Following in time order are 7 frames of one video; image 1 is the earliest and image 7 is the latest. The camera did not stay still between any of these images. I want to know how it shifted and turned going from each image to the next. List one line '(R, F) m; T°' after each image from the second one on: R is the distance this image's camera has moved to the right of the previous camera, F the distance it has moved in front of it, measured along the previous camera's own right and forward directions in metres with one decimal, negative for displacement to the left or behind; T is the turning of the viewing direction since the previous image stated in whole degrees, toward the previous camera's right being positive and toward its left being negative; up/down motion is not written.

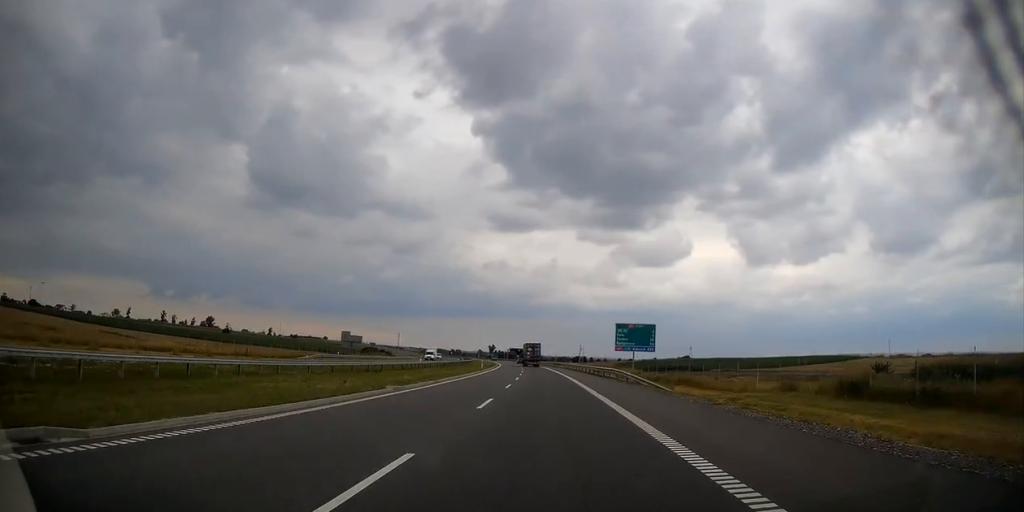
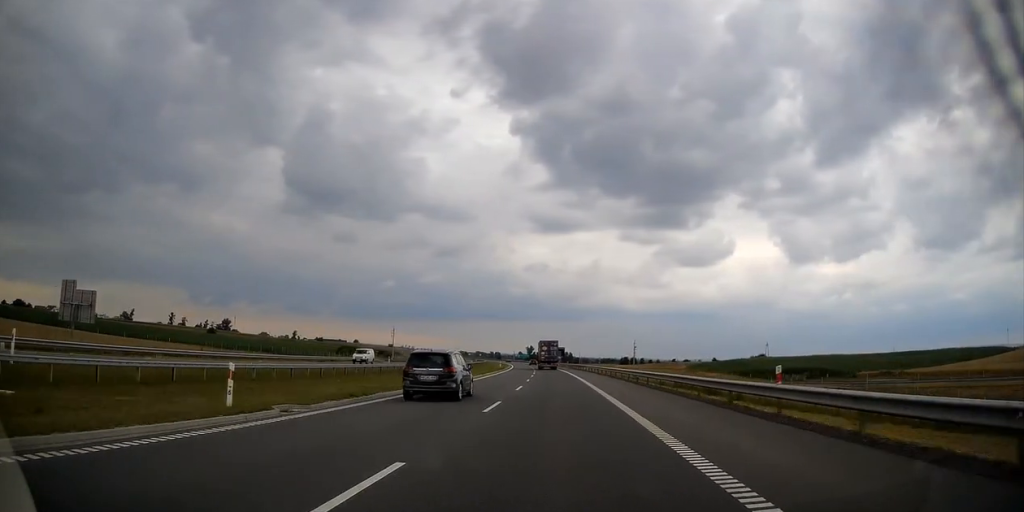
(-2.1, +72.8) m; -3°
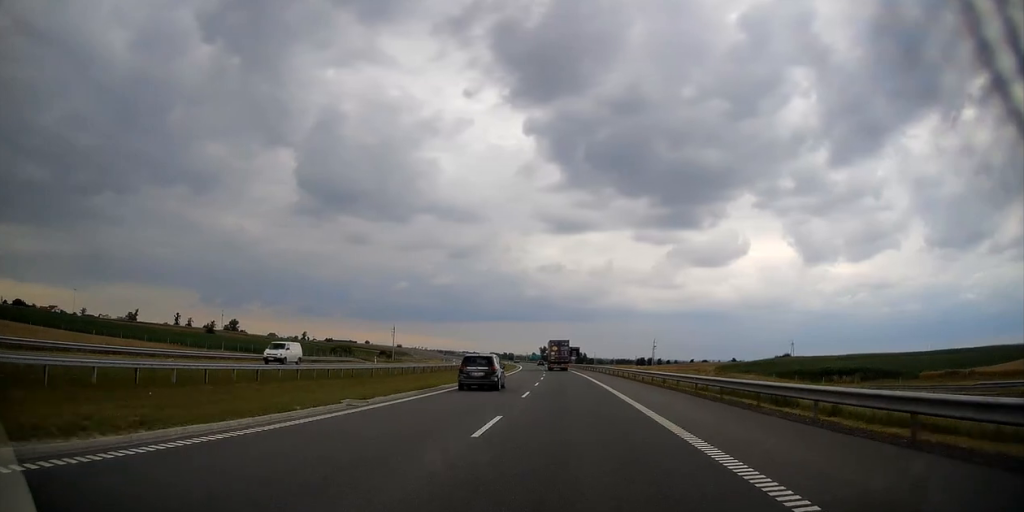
(-0.2, +17.0) m; -1°
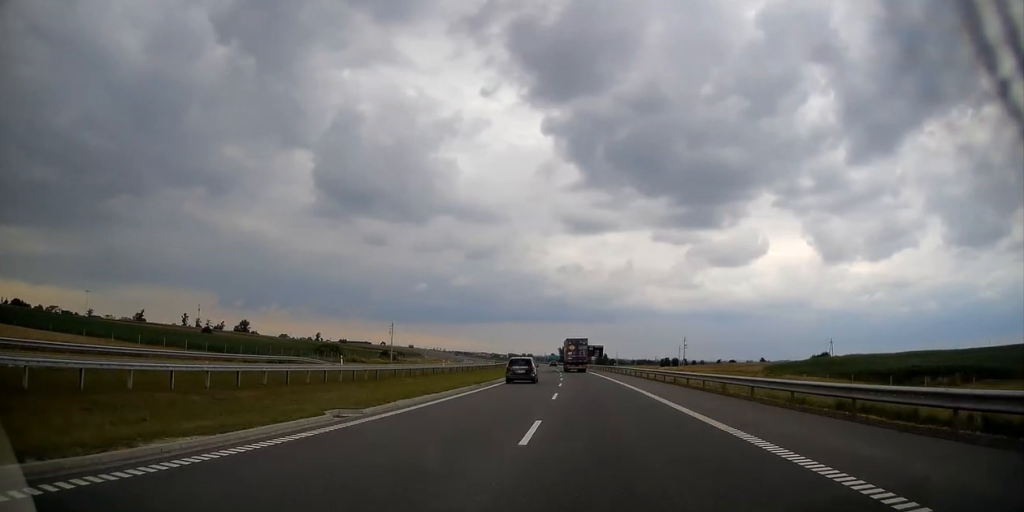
(-0.3, +23.8) m; -1°
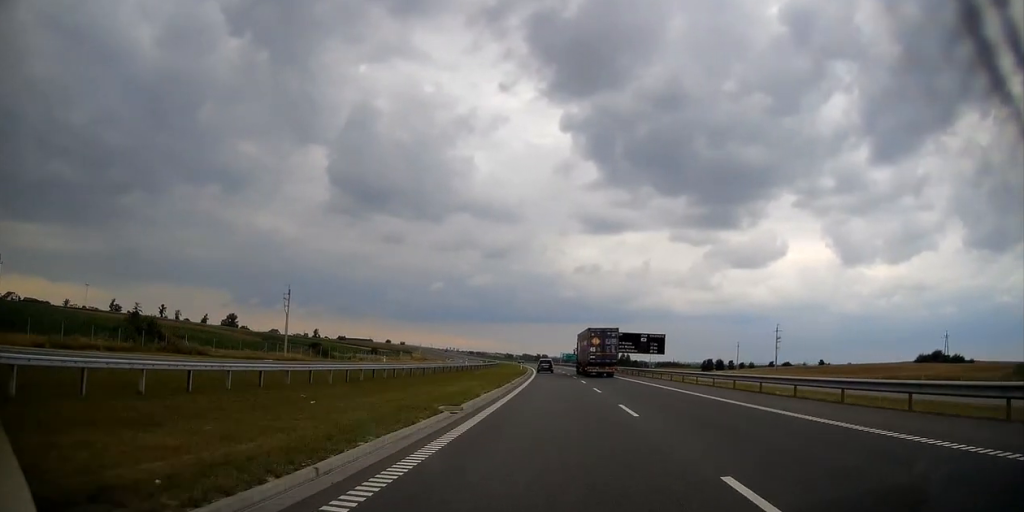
(-2.8, +78.0) m; -3°
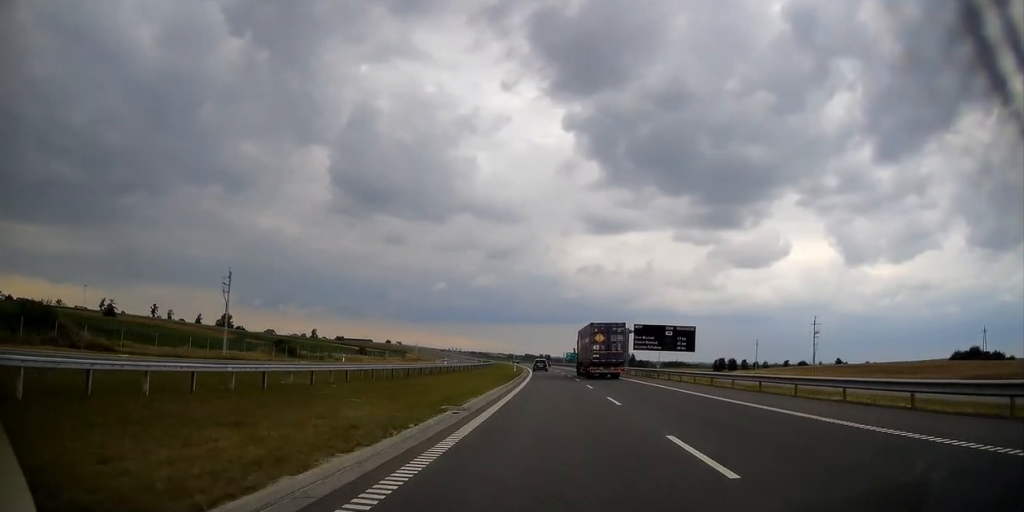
(-0.1, +19.8) m; 0°
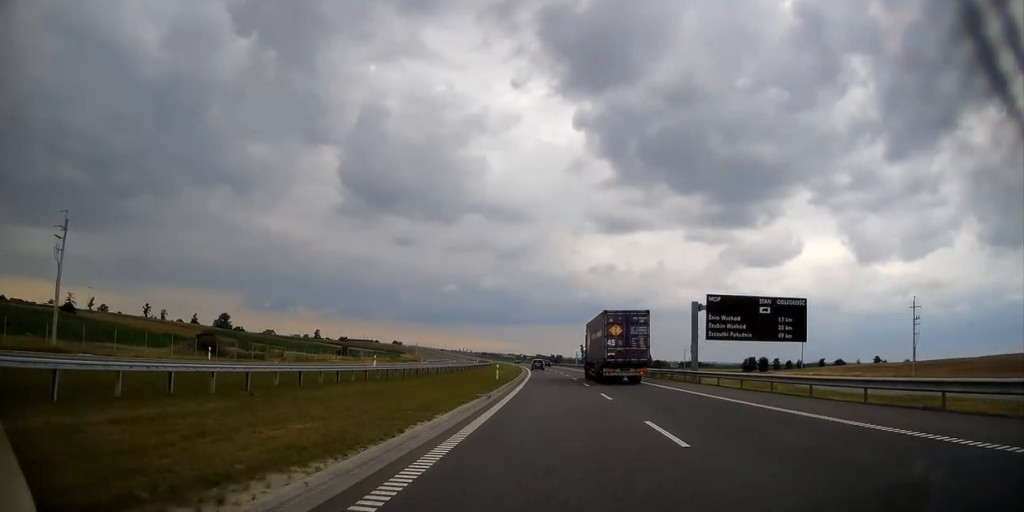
(0.0, +33.0) m; -1°
